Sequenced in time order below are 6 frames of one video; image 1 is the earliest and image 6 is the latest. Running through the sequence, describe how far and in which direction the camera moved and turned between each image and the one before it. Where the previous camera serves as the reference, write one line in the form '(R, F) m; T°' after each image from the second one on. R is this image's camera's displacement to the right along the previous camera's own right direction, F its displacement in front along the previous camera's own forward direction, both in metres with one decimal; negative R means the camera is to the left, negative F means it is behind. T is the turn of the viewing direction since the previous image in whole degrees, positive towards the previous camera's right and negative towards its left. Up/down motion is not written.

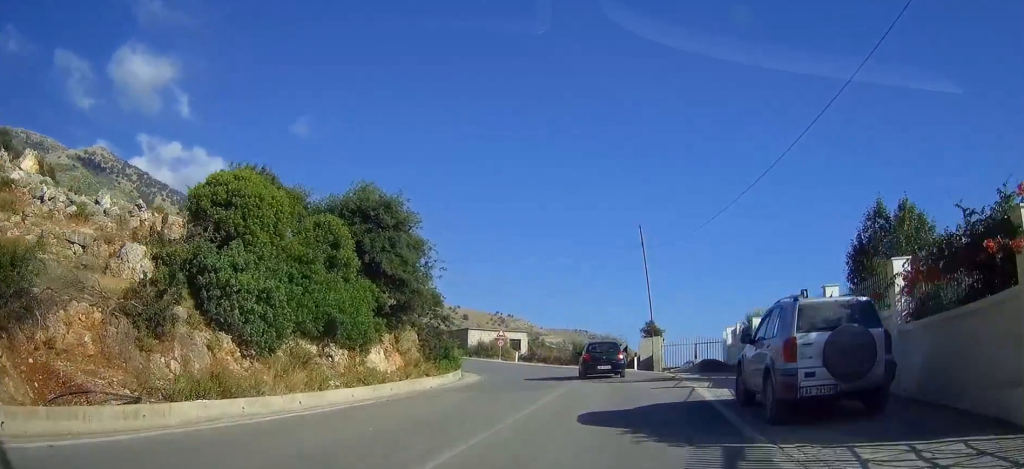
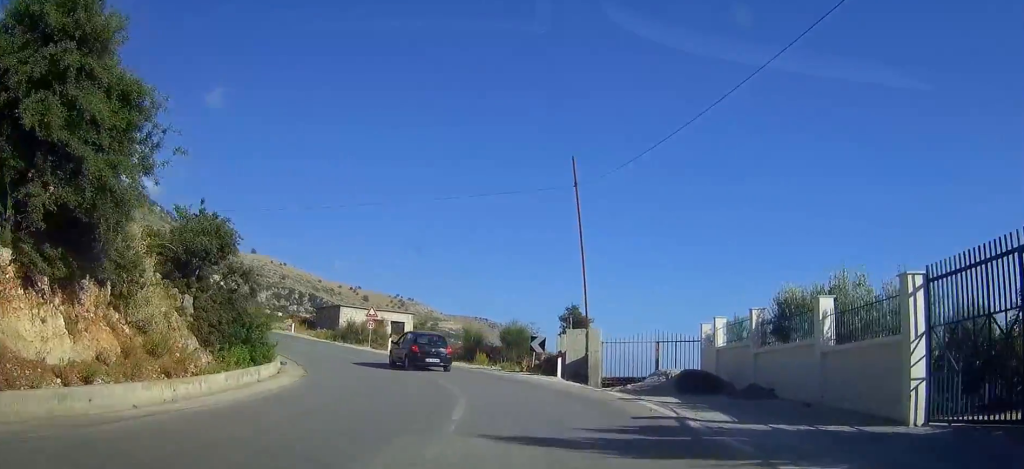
(+1.1, +13.9) m; +6°
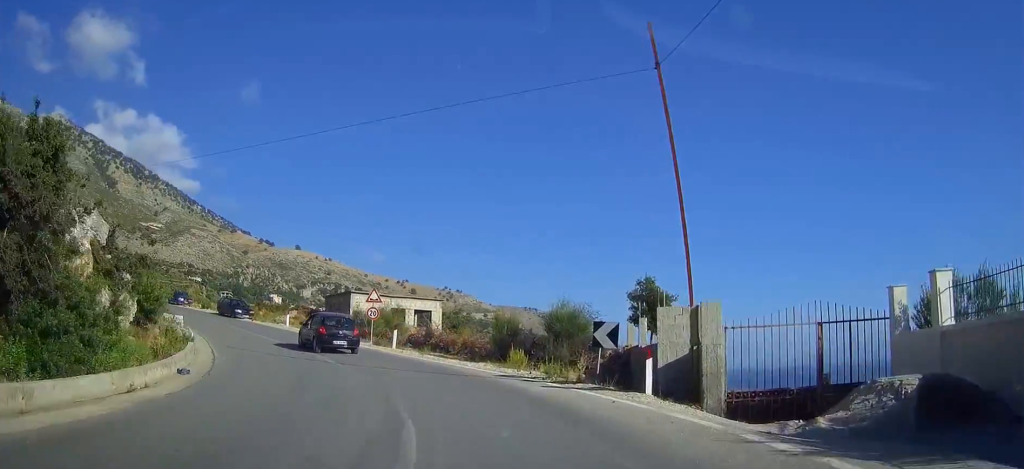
(+0.1, +10.7) m; -4°
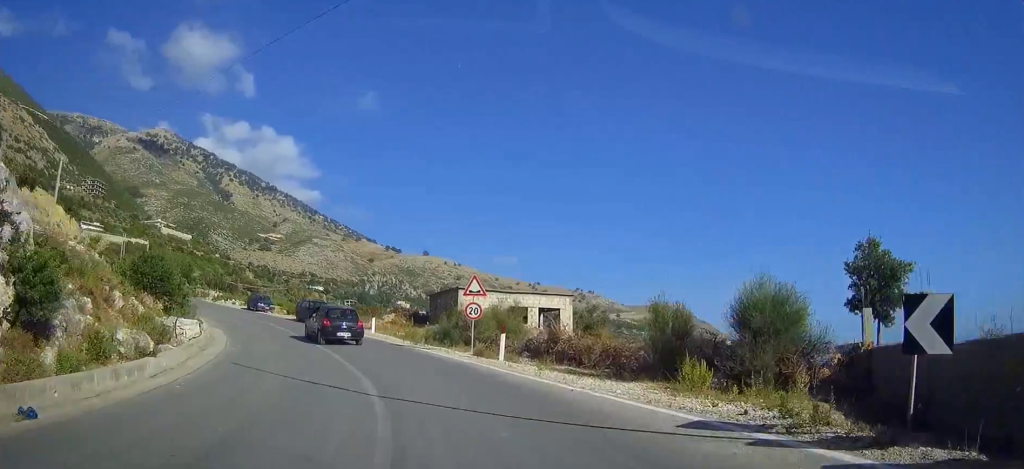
(-0.6, +9.0) m; -9°
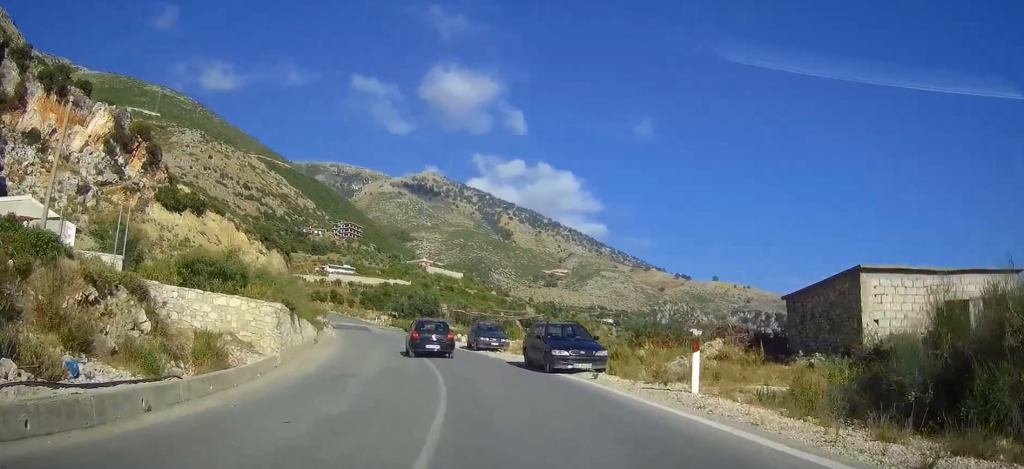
(-4.4, +19.7) m; -23°
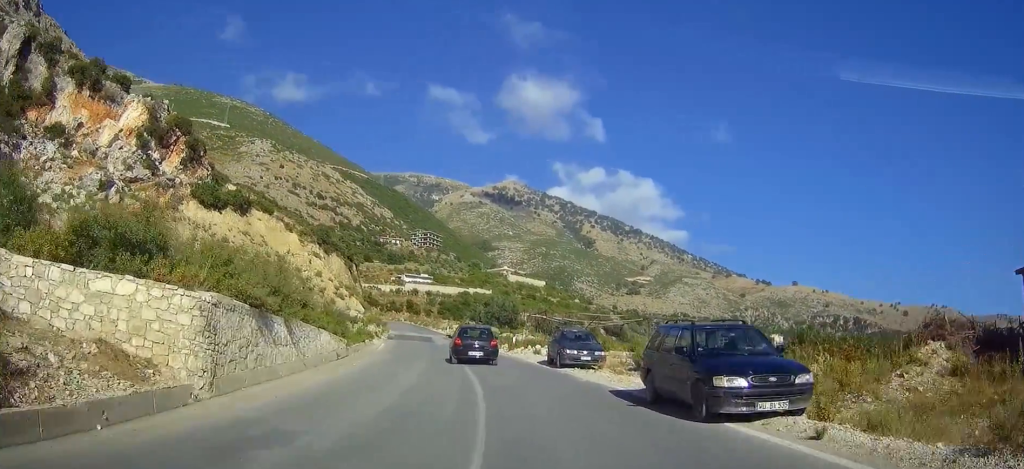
(-0.5, +9.1) m; -6°
